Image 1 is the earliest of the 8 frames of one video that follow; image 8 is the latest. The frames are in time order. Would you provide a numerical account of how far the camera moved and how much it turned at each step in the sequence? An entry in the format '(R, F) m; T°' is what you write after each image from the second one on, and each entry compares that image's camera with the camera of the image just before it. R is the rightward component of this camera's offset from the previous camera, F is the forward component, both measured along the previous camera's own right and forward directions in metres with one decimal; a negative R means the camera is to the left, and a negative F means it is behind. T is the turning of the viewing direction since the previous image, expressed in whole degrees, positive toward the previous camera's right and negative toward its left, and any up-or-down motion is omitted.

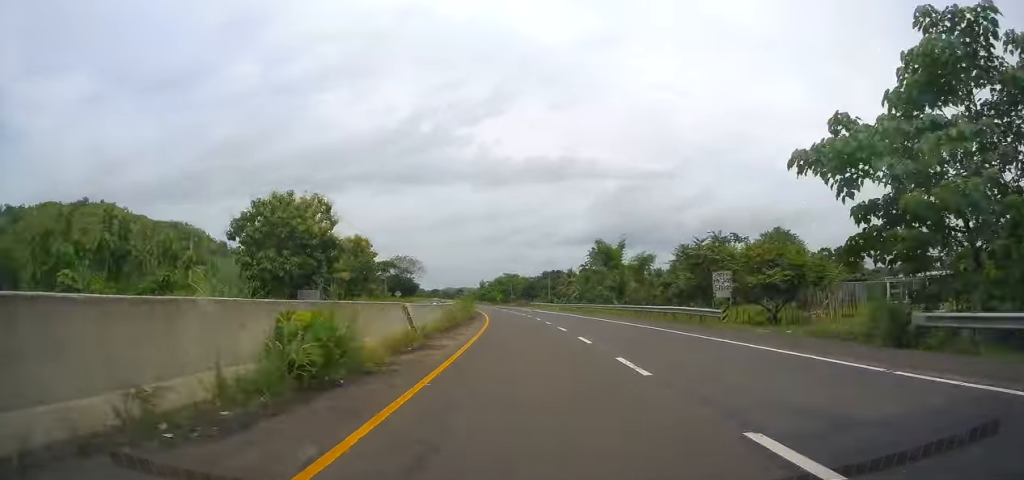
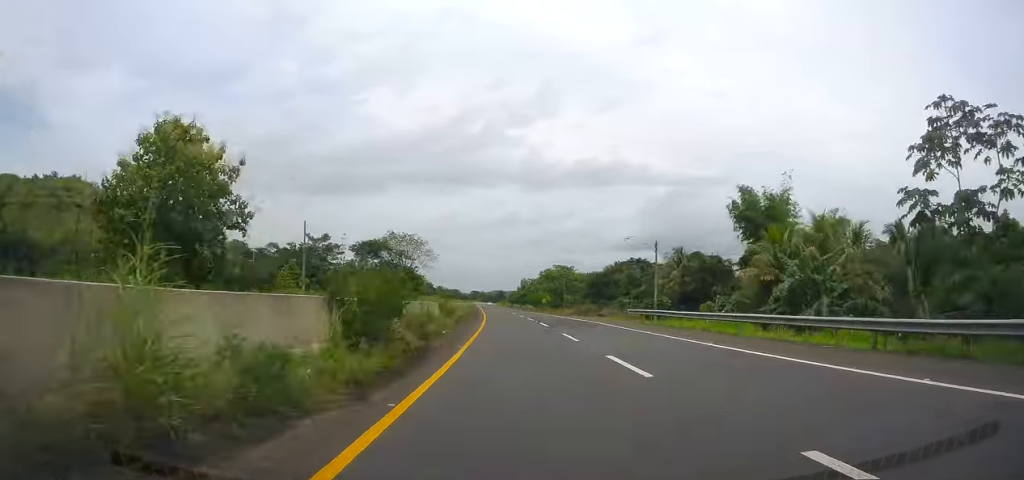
(-1.6, +66.7) m; -4°
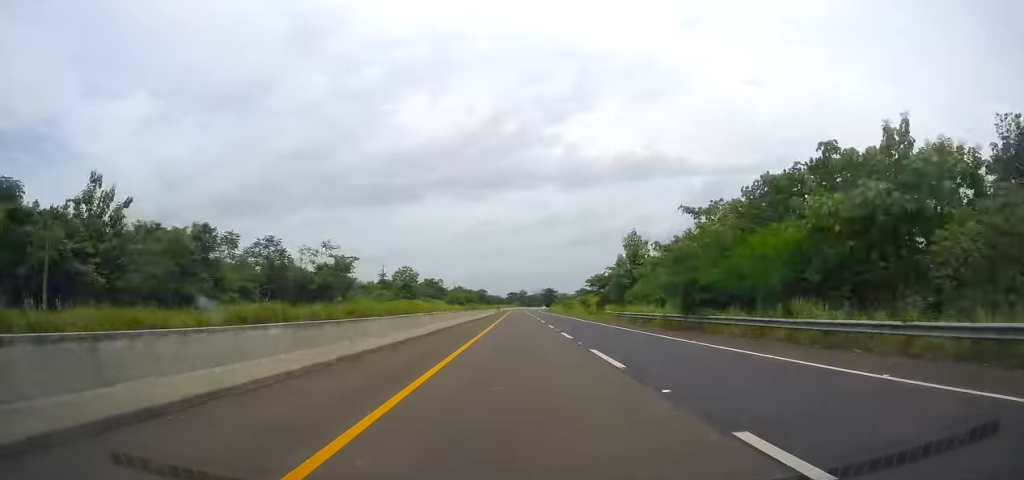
(-8.4, +140.5) m; -4°
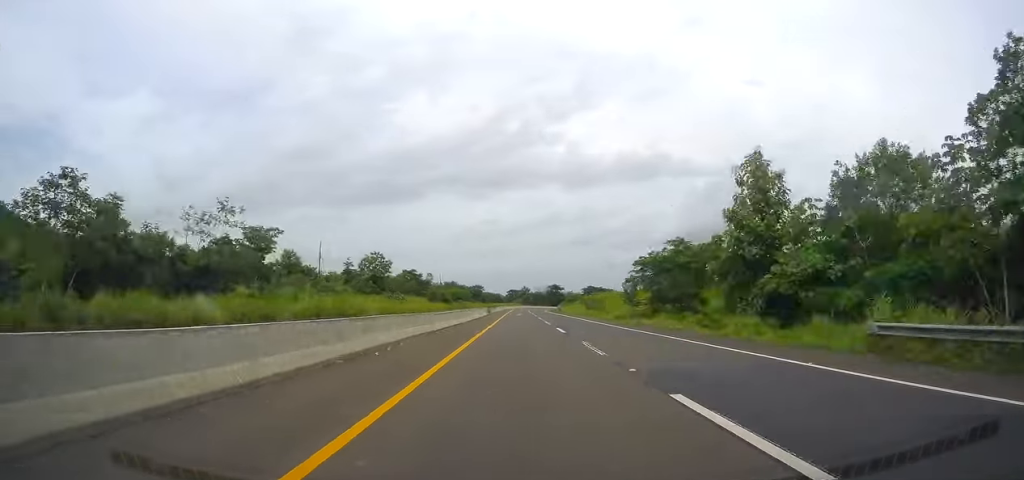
(+0.2, +36.7) m; 0°
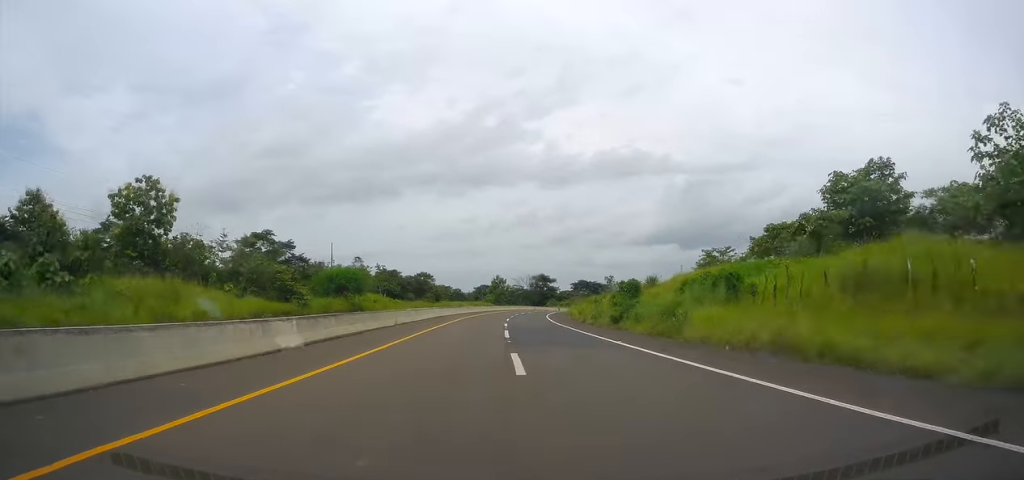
(-0.2, +79.8) m; 0°
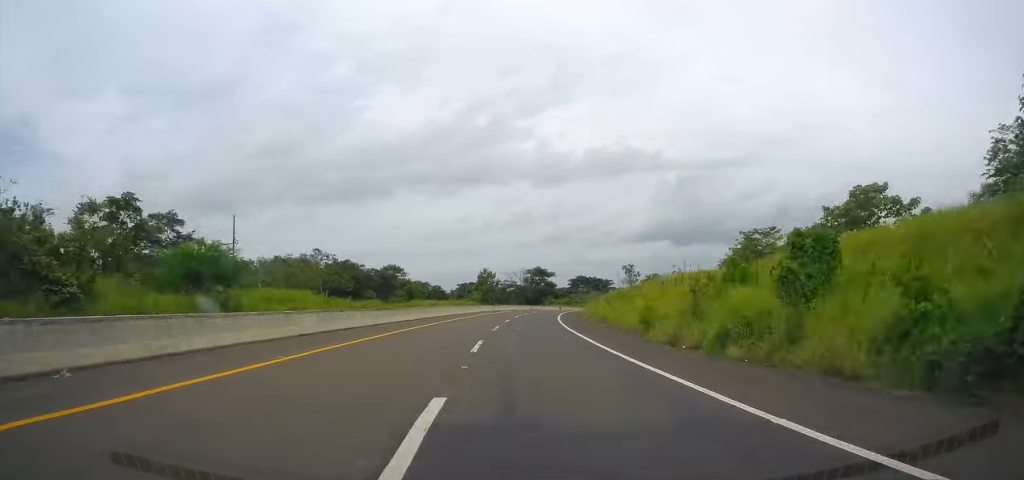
(+0.4, +30.3) m; +1°
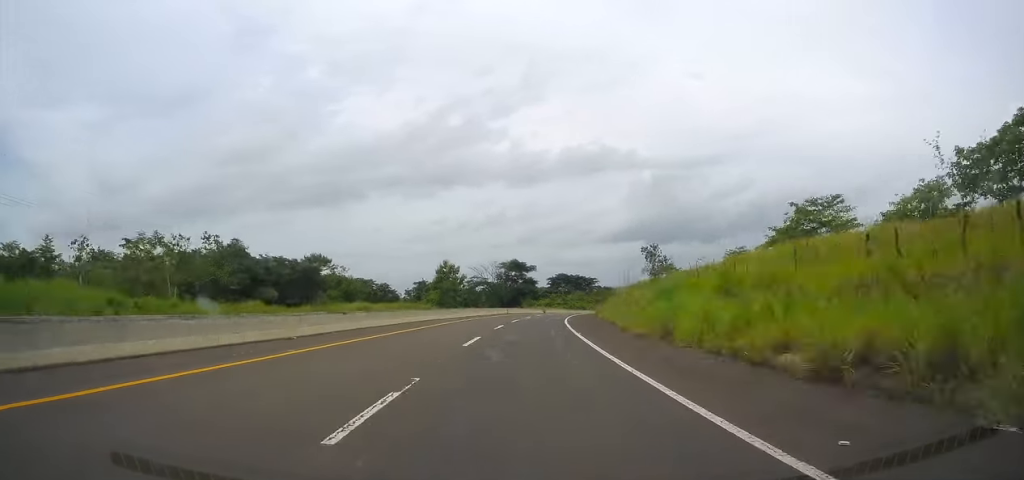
(-0.2, +33.0) m; +1°
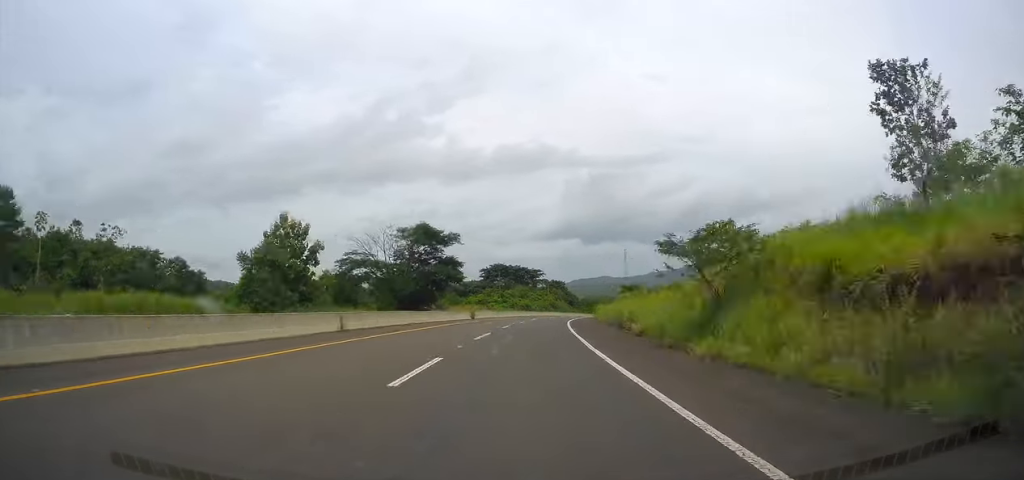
(+1.6, +57.6) m; +4°
